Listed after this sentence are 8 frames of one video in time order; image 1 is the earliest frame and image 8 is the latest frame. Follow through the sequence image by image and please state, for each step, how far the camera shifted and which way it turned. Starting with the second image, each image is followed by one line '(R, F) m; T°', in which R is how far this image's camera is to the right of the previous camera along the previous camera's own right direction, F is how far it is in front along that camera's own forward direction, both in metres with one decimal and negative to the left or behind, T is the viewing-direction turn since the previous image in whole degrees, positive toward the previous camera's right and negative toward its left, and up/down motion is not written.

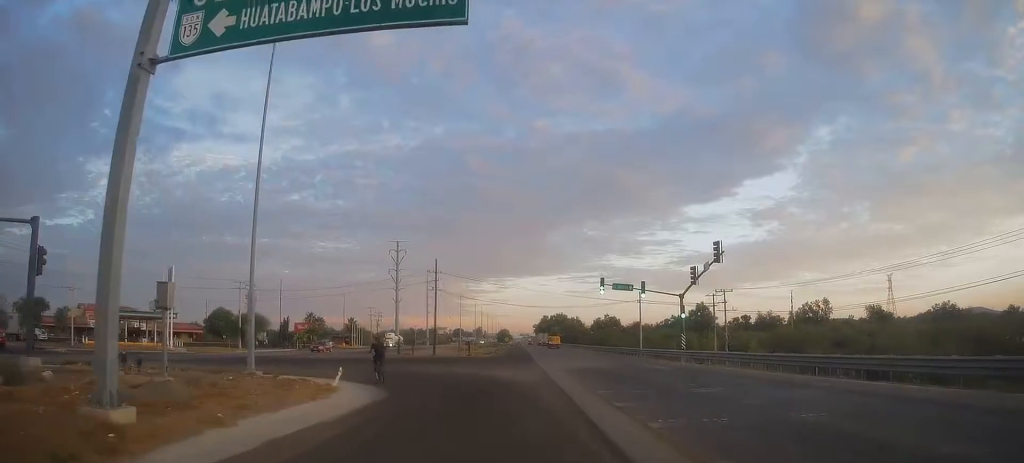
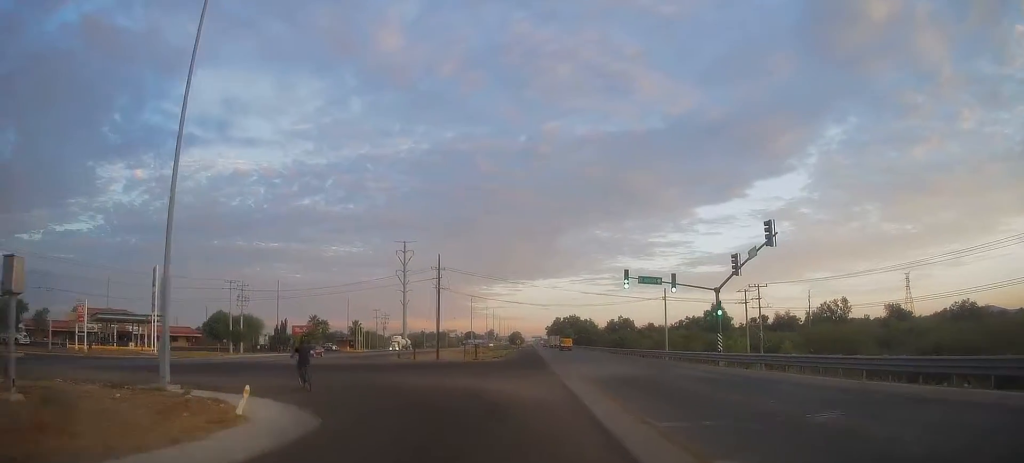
(+0.2, +7.1) m; -1°
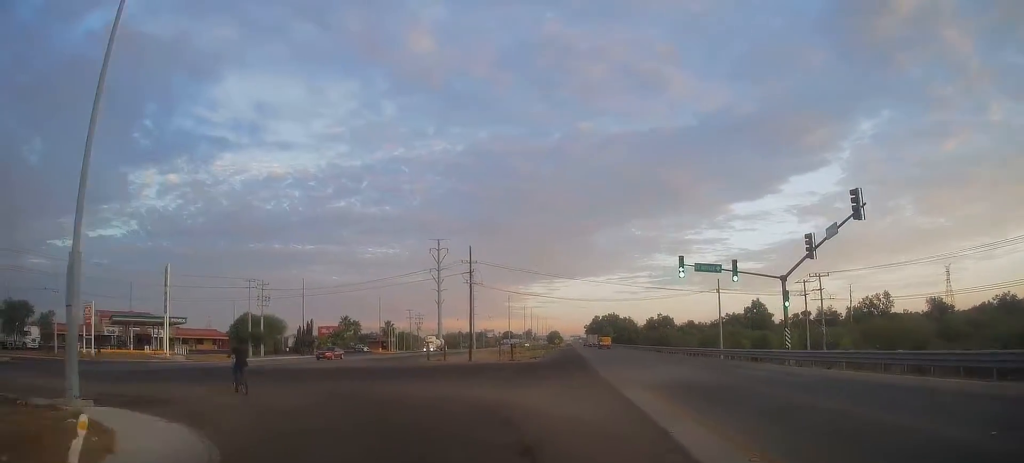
(-0.3, +5.8) m; -3°
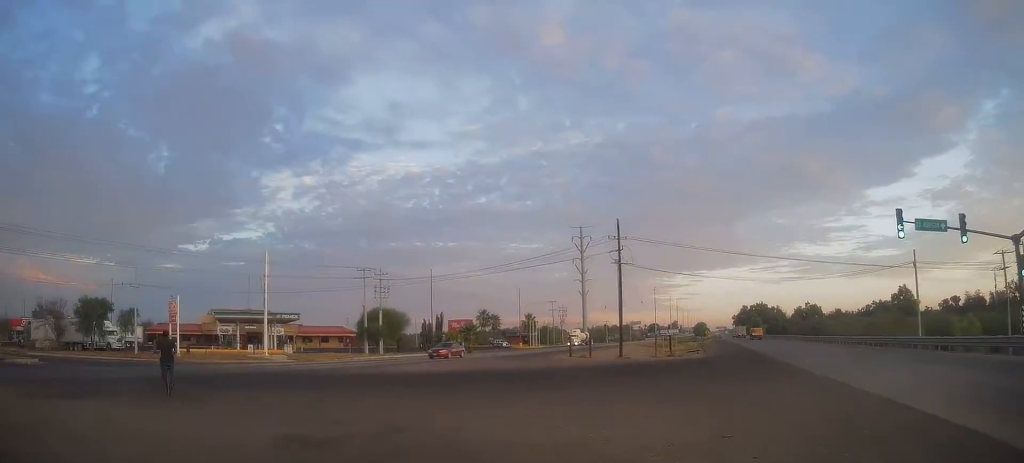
(-0.6, +10.3) m; -12°
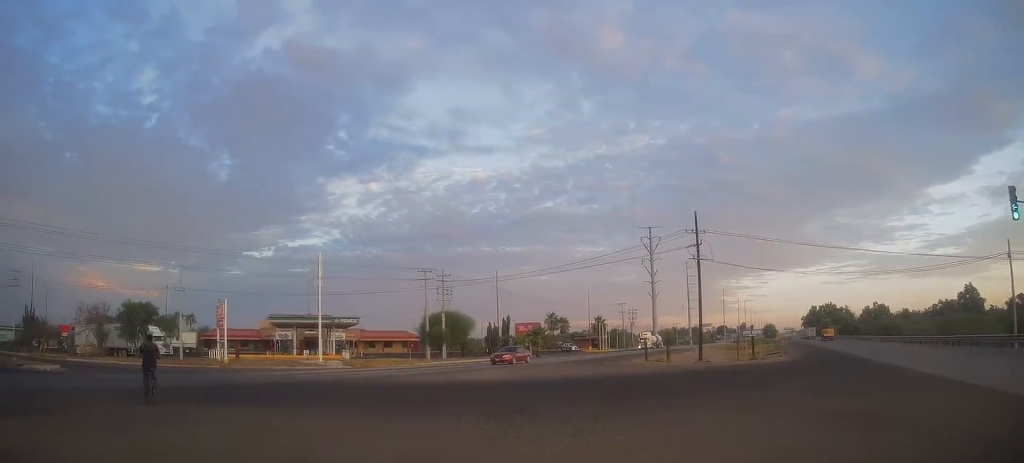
(-0.2, +3.9) m; -8°
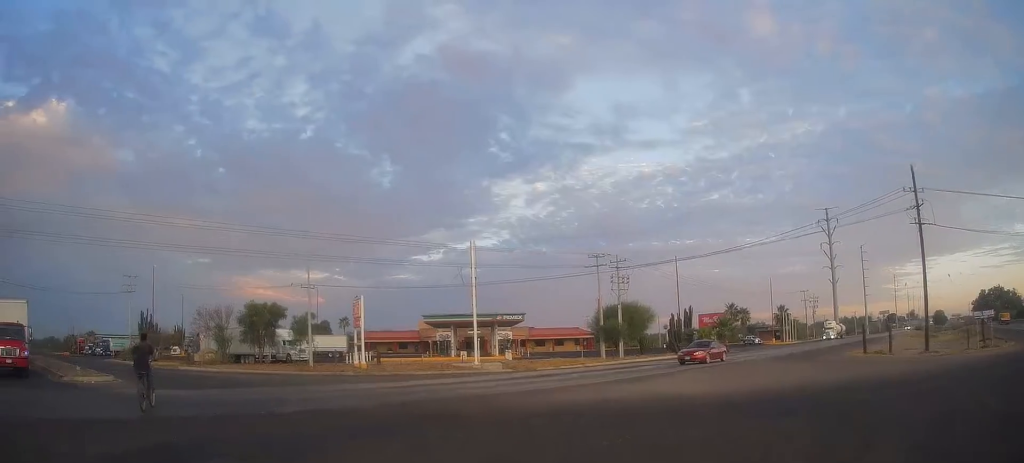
(-1.7, +9.4) m; -19°
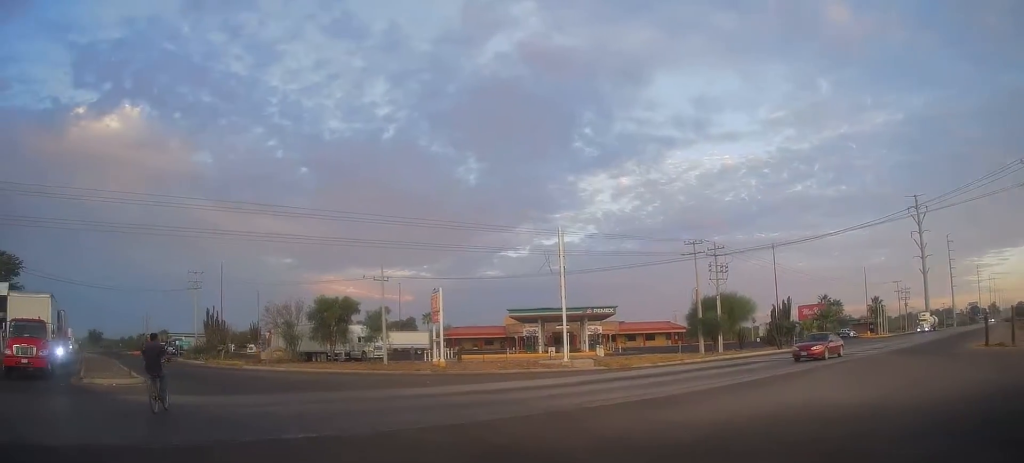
(-0.3, +4.5) m; -9°
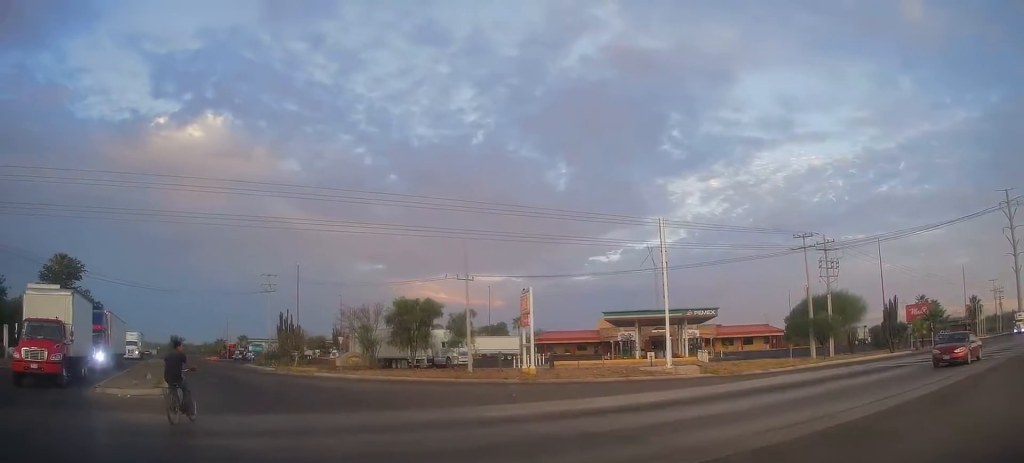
(-0.5, +4.8) m; -8°
